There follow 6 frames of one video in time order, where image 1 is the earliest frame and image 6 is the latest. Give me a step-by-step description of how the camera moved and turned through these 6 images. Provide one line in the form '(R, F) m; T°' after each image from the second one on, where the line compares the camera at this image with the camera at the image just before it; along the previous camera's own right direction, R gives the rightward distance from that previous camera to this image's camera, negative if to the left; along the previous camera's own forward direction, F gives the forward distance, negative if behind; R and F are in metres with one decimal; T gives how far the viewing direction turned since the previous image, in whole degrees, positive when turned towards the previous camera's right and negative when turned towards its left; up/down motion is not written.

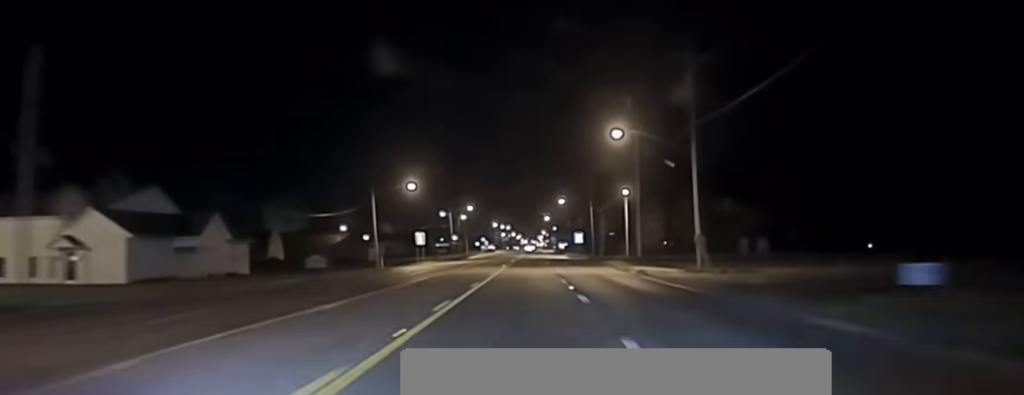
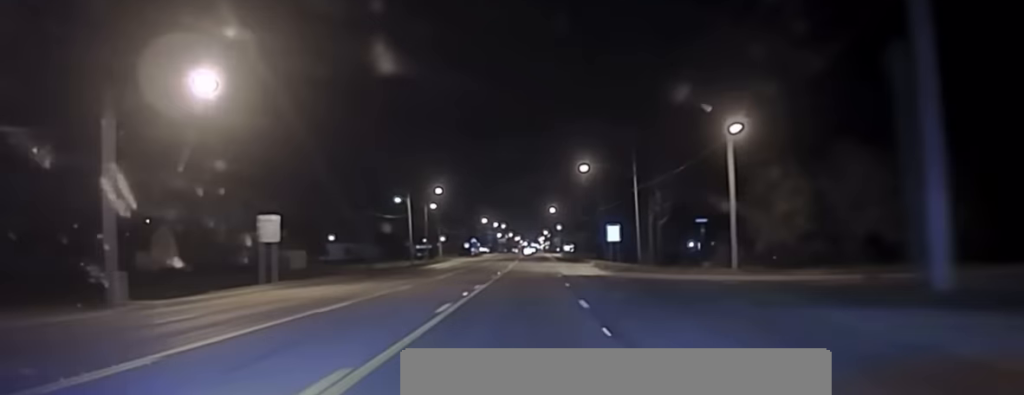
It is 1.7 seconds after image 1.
(+0.5, +61.8) m; 0°
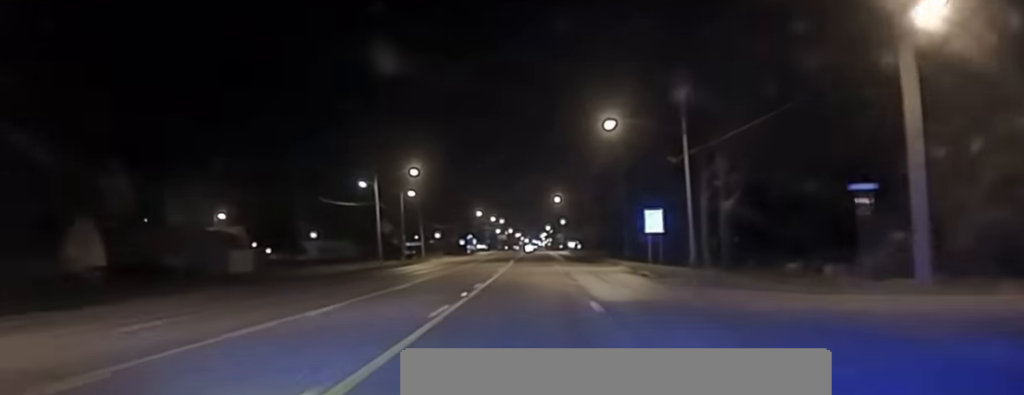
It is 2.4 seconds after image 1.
(0.0, +27.4) m; 0°
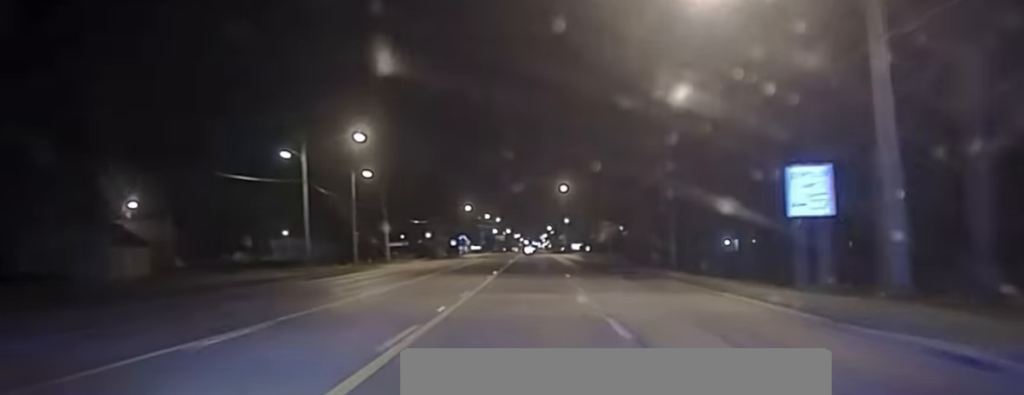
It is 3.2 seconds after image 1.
(-0.3, +31.2) m; 0°
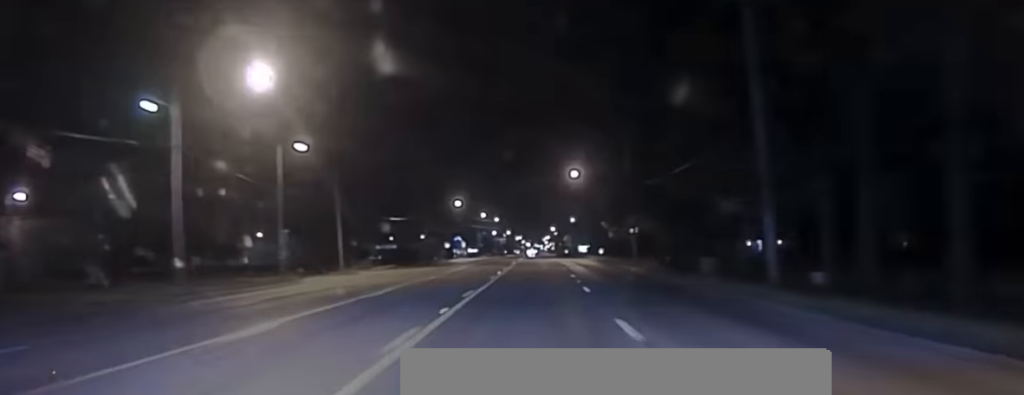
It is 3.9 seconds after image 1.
(0.0, +25.5) m; 0°
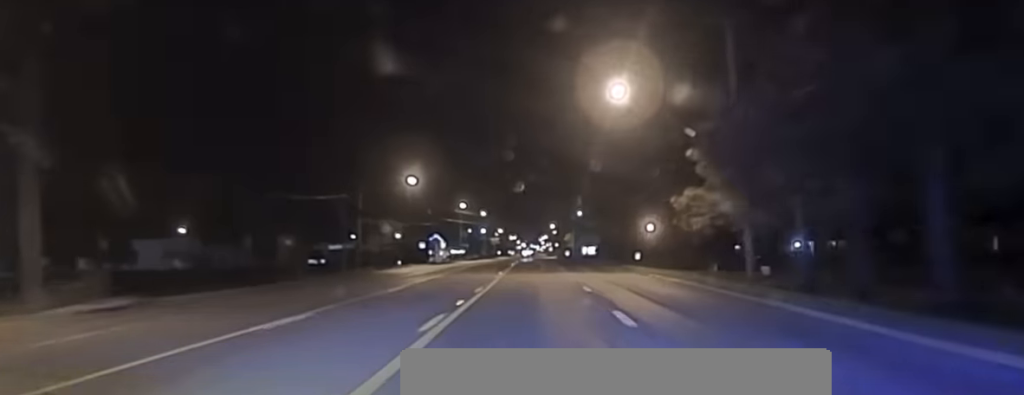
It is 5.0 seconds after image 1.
(+0.4, +47.0) m; +1°
